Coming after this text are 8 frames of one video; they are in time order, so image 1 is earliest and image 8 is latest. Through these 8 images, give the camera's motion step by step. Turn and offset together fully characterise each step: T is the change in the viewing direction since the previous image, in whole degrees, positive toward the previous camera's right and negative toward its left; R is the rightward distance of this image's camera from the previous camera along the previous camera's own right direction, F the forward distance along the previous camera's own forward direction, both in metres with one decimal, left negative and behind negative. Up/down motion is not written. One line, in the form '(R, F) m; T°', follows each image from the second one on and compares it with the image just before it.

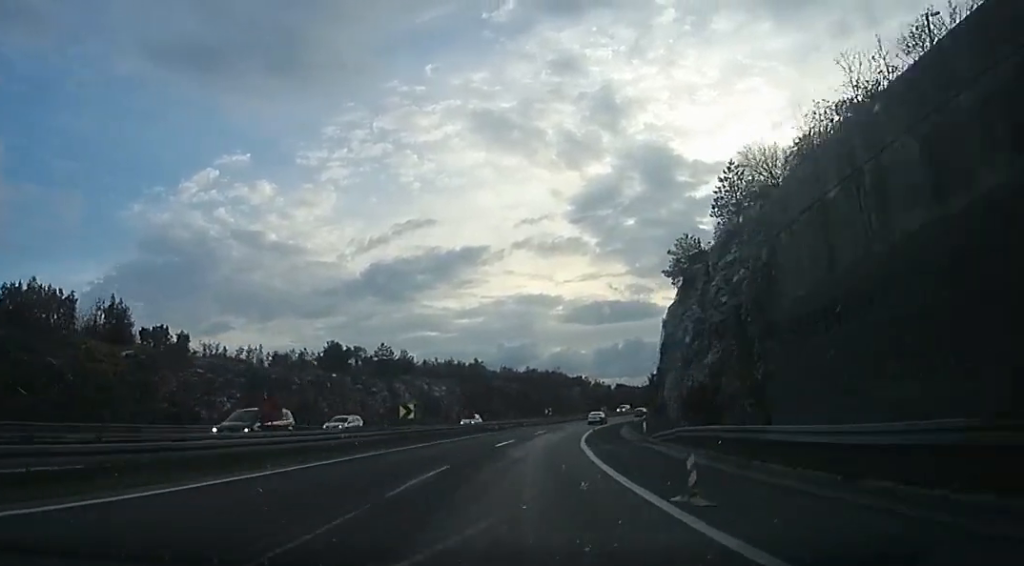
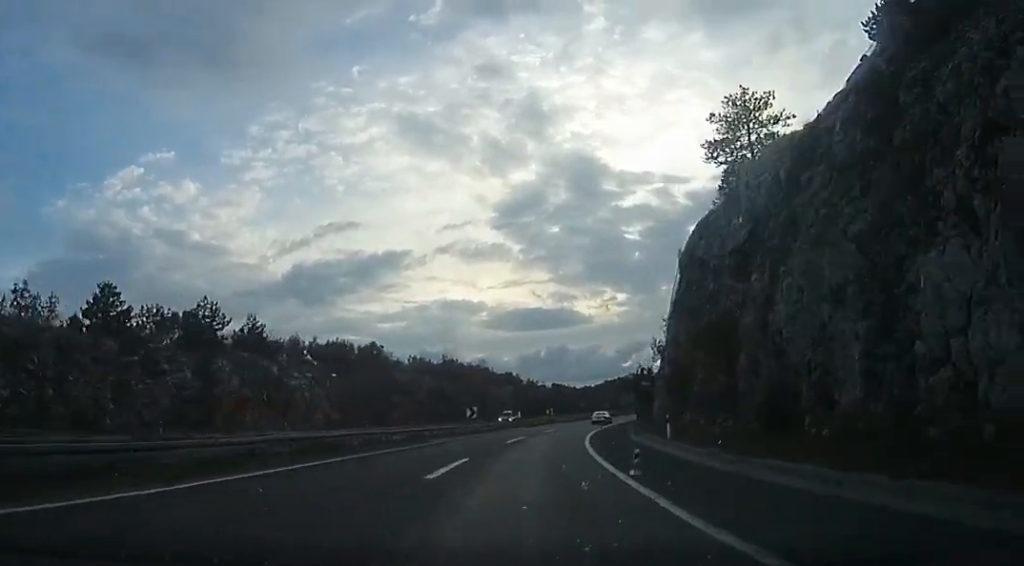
(+2.3, +32.7) m; +8°
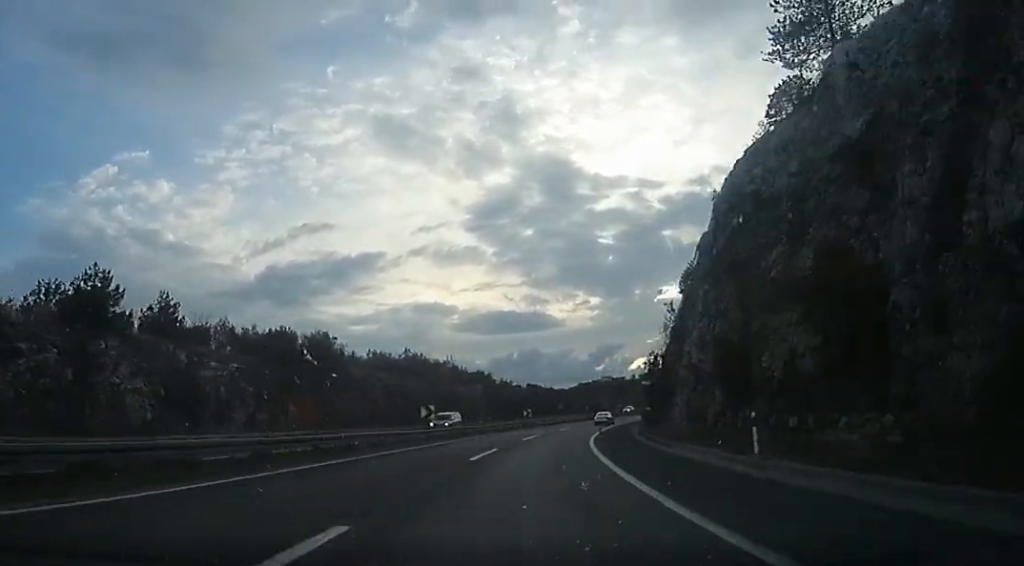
(+0.3, +11.9) m; +3°
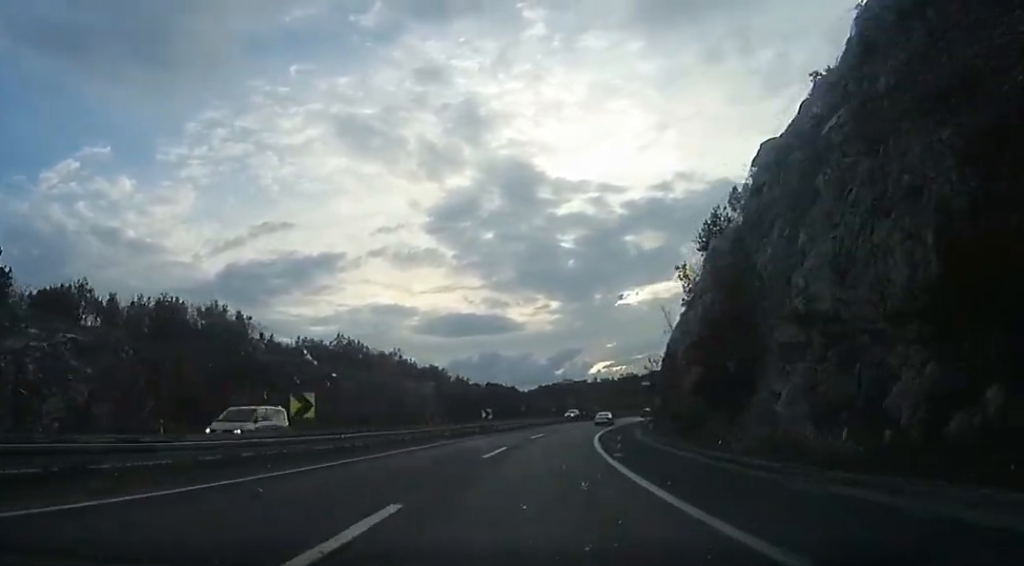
(+0.6, +16.1) m; +3°
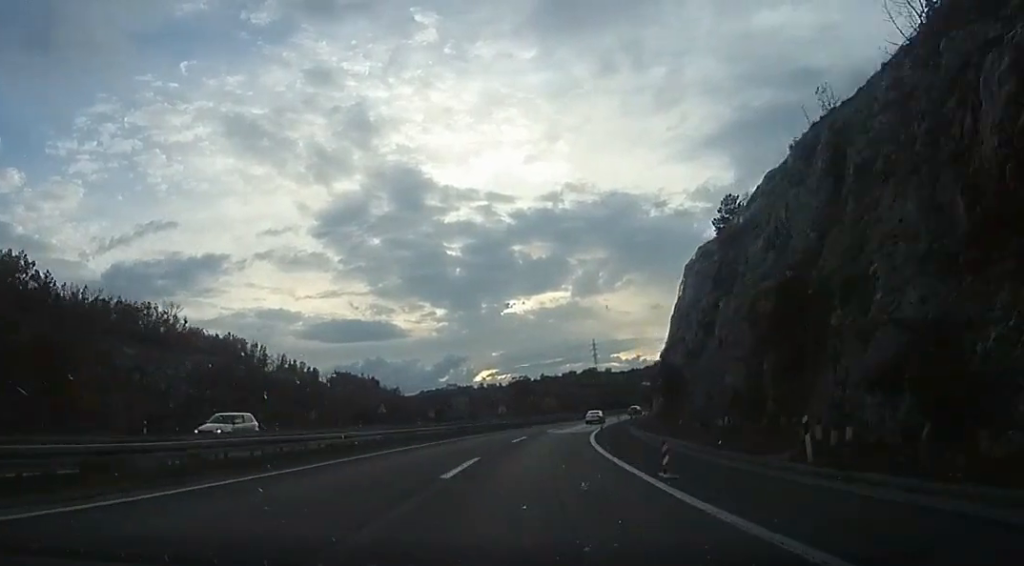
(+2.6, +42.7) m; +10°
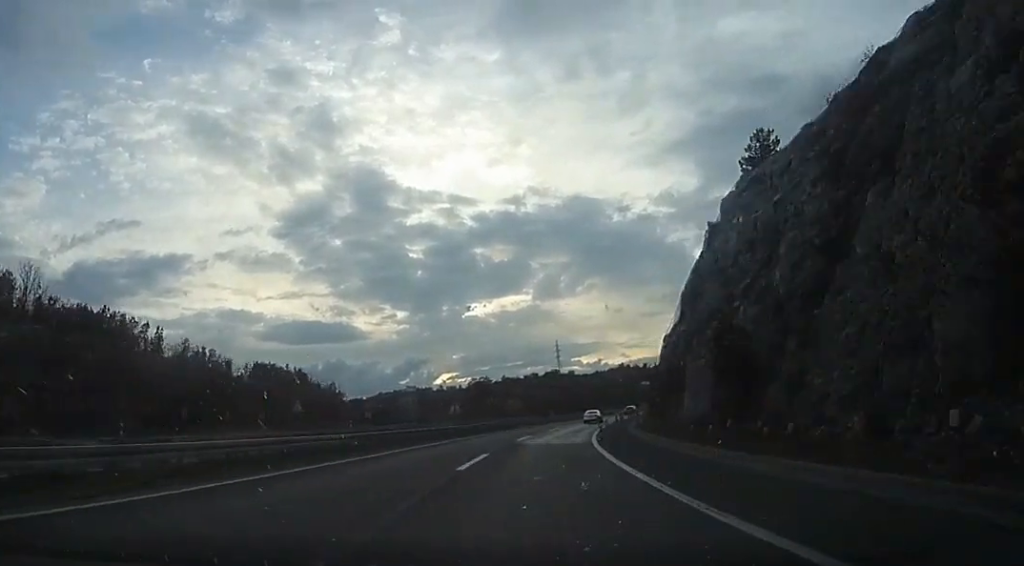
(+1.4, +15.6) m; +4°
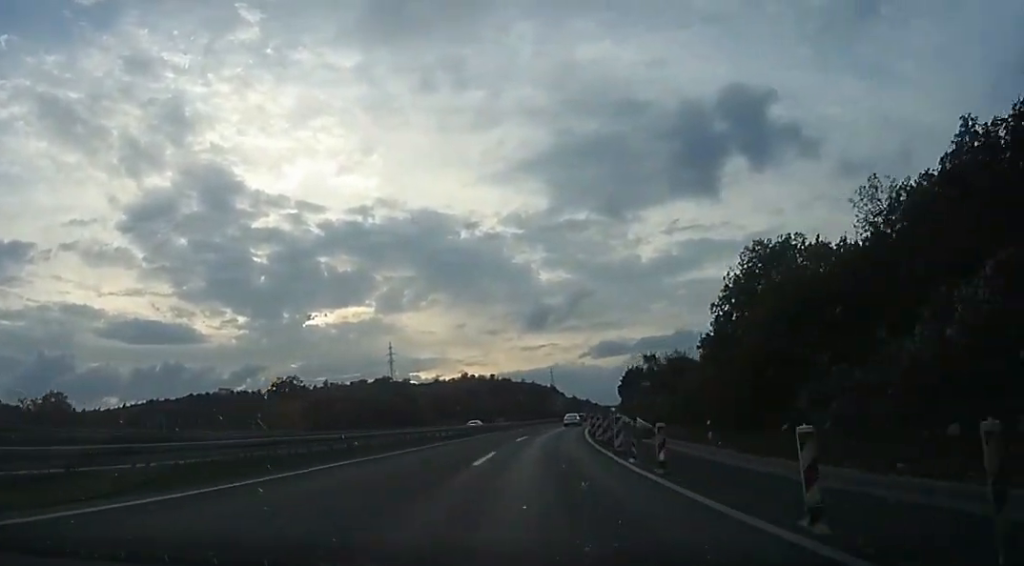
(+9.9, +67.8) m; +16°
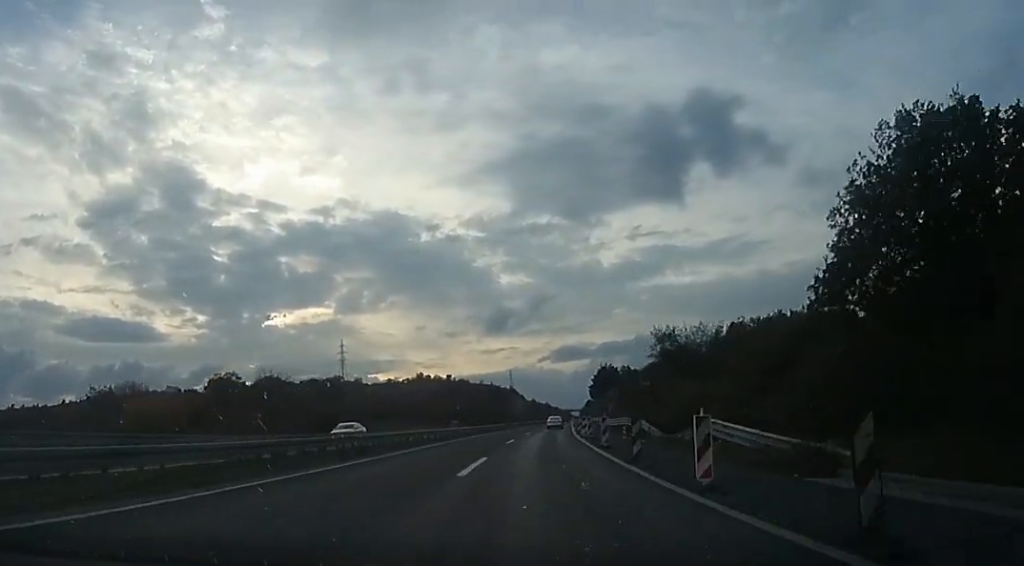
(+0.3, +20.4) m; +3°
